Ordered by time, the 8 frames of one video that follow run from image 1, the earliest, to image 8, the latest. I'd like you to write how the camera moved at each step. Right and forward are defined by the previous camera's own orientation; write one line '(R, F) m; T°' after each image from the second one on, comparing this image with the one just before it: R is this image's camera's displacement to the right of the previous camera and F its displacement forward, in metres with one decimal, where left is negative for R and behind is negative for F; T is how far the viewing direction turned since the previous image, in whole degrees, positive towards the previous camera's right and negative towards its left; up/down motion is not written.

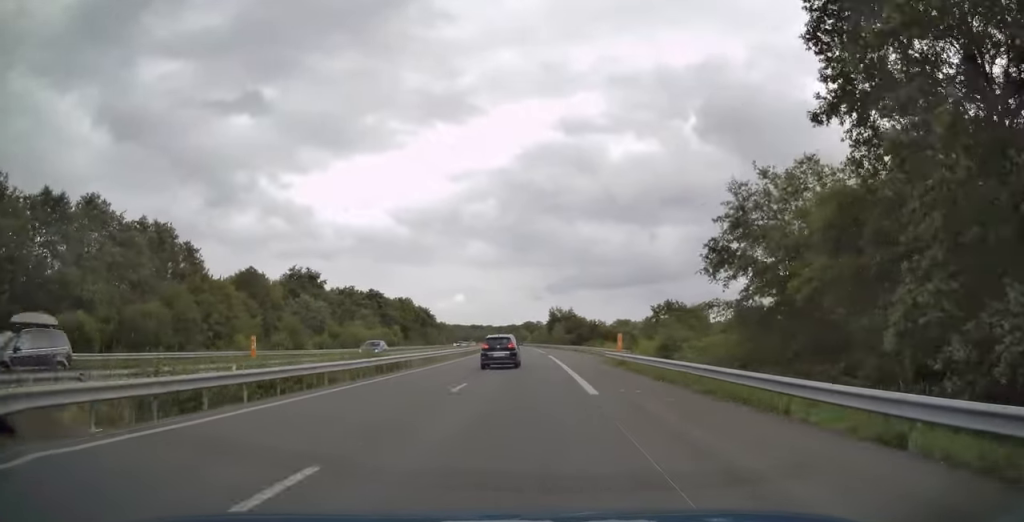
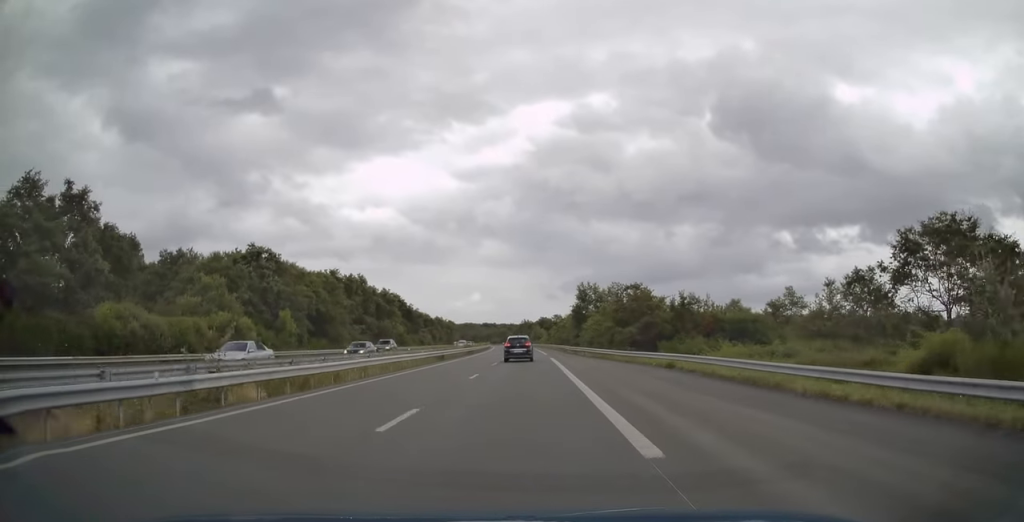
(-1.3, +59.2) m; -1°
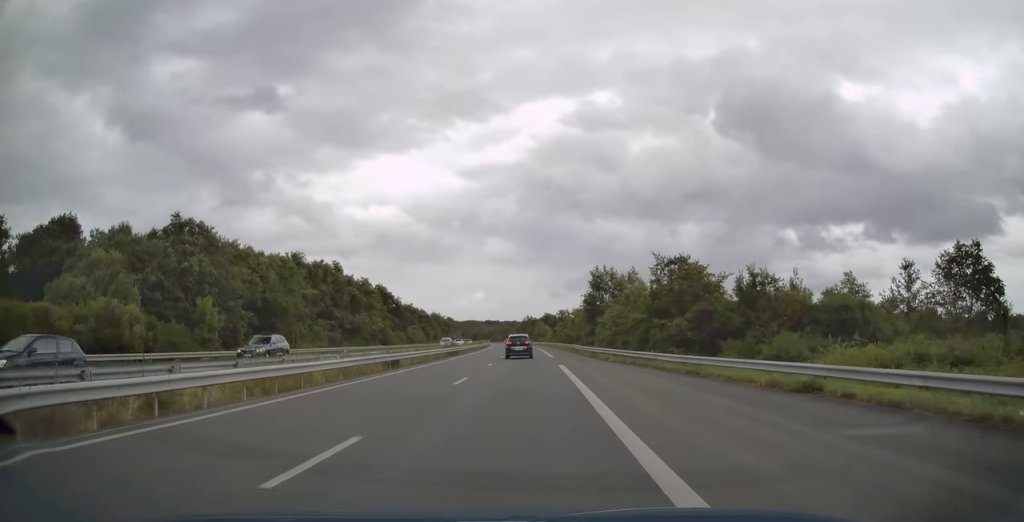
(0.0, +16.7) m; 0°
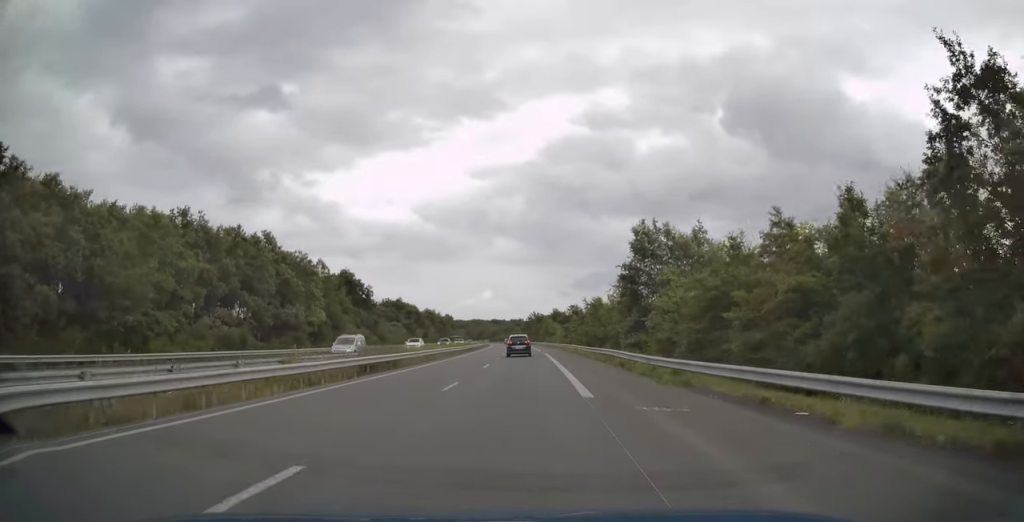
(-0.2, +28.0) m; -1°
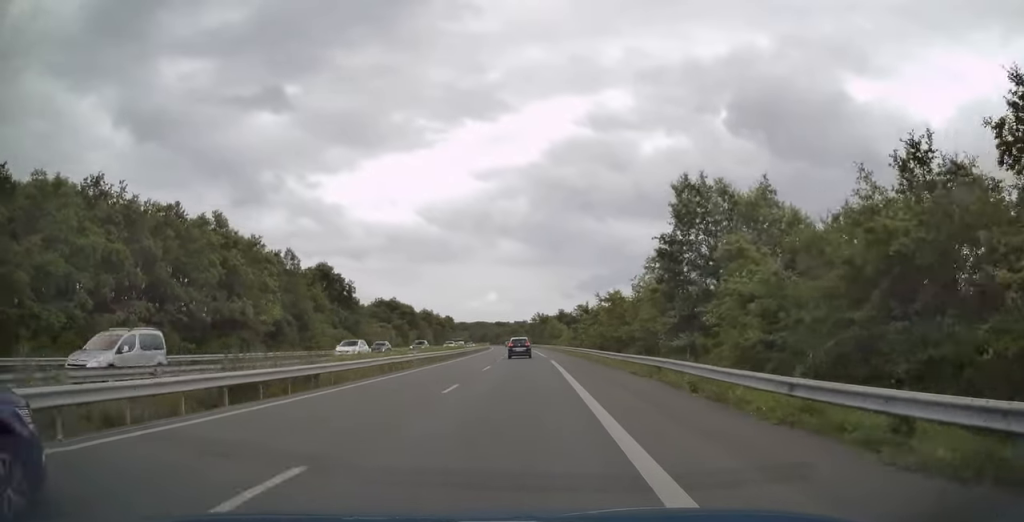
(0.0, +12.9) m; -1°
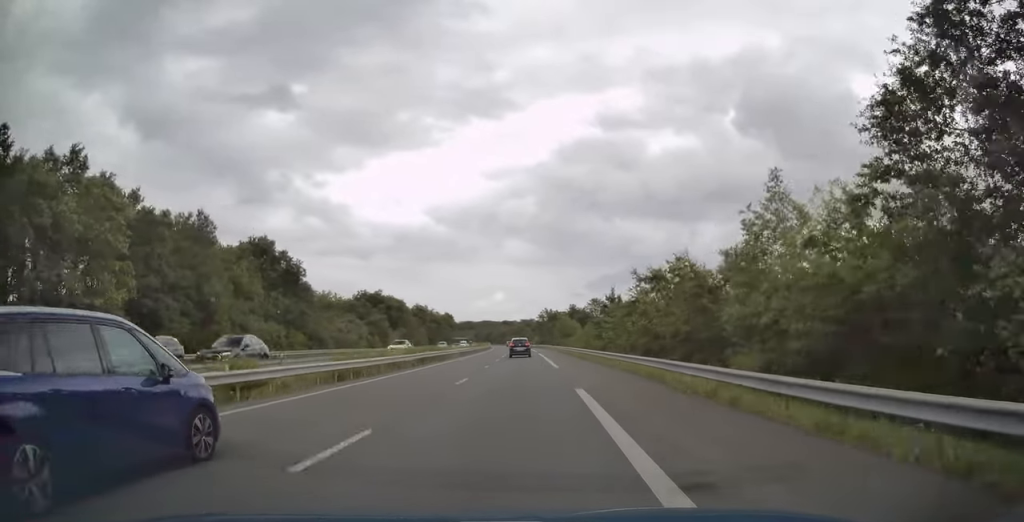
(-0.3, +23.2) m; -1°
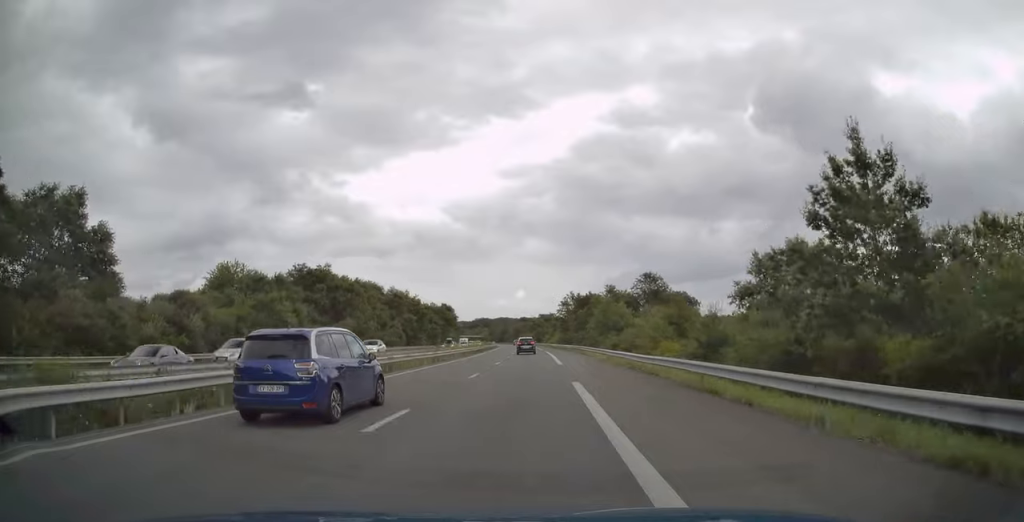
(-0.4, +49.1) m; -1°
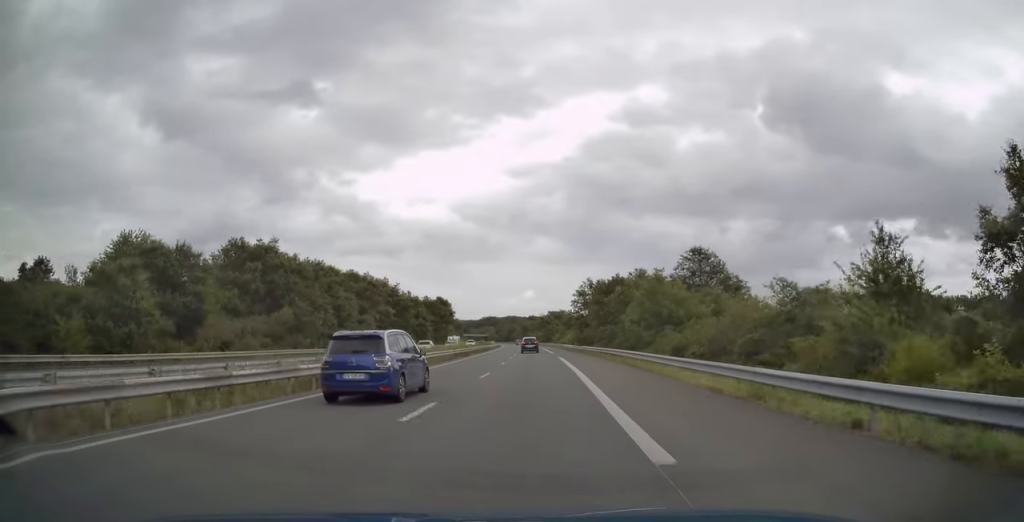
(-0.4, +24.8) m; -1°
